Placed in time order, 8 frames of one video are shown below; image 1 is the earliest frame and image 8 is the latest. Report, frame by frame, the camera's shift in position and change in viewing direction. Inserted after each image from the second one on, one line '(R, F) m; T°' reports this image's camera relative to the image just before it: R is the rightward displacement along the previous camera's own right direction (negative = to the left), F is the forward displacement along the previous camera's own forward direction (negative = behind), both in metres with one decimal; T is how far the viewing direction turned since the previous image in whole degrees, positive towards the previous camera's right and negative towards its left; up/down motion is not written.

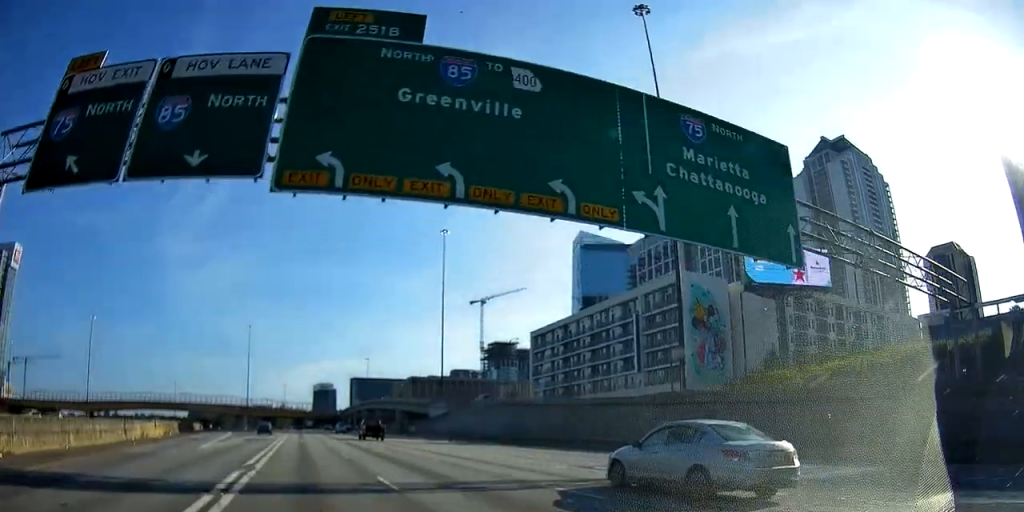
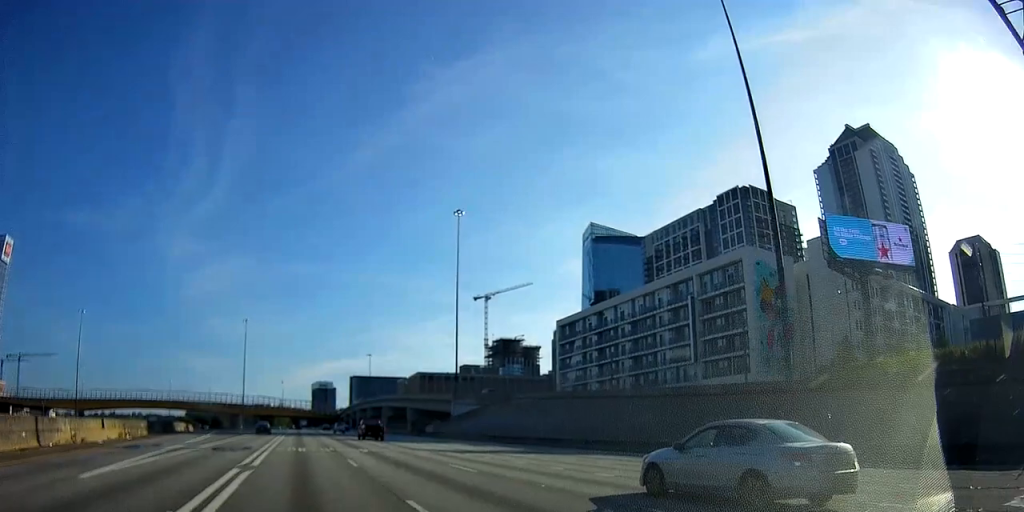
(0.0, +16.9) m; 0°
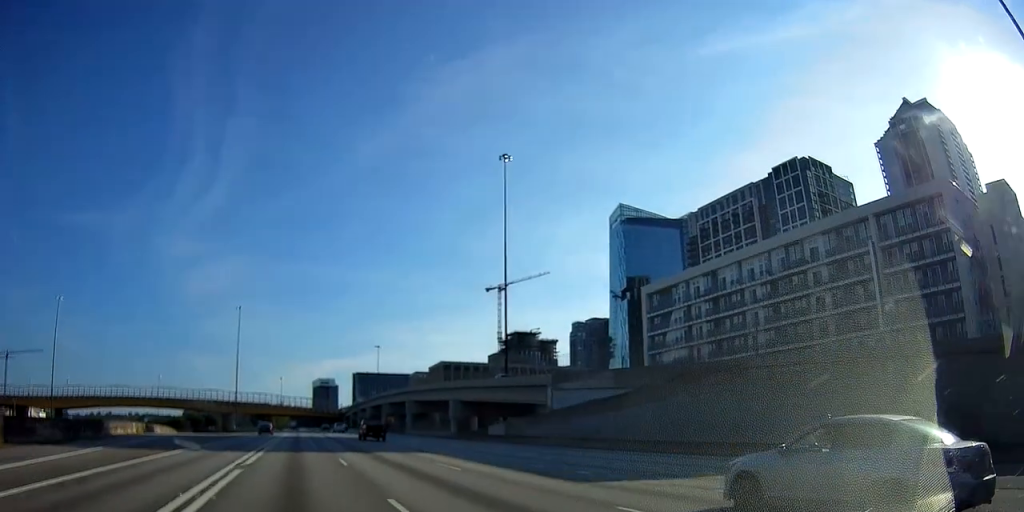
(0.0, +38.1) m; 0°
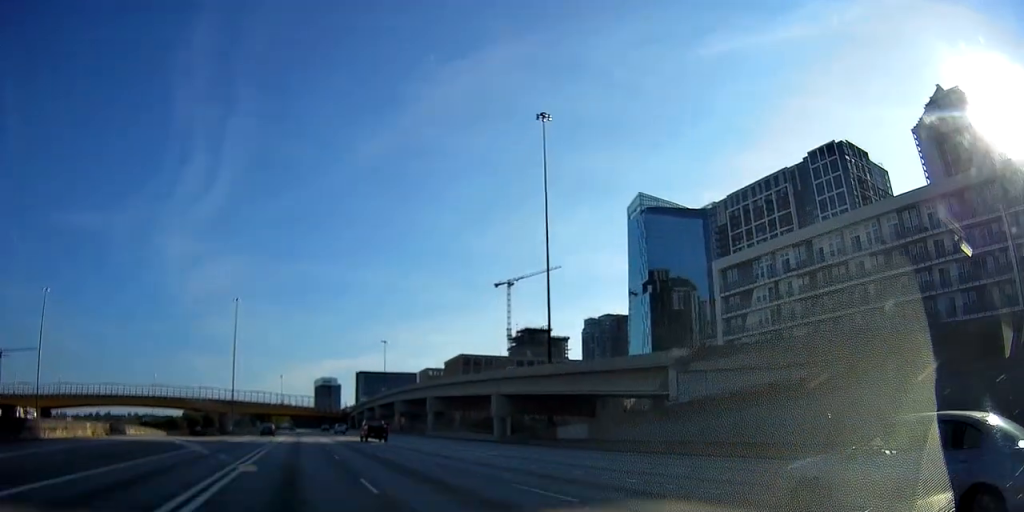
(0.0, +20.9) m; 0°
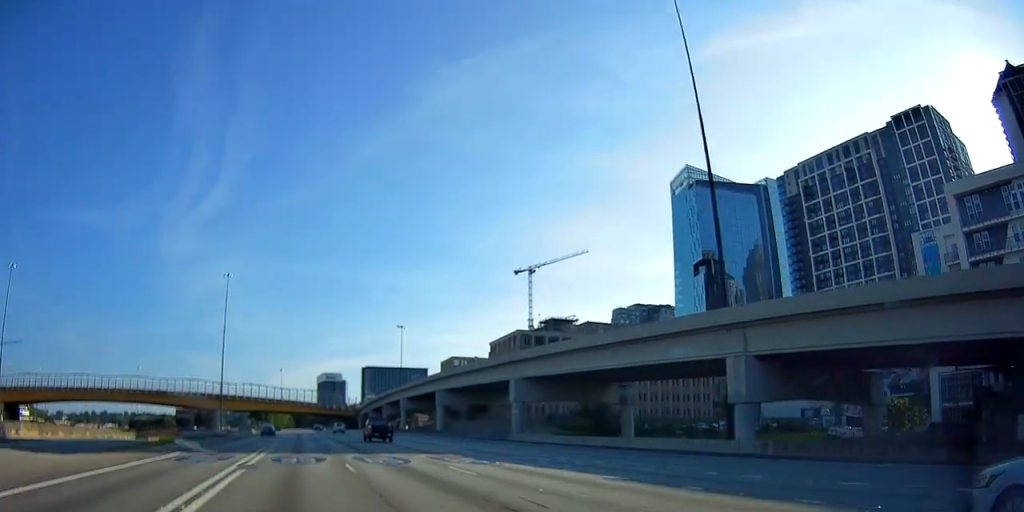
(0.0, +44.1) m; 0°
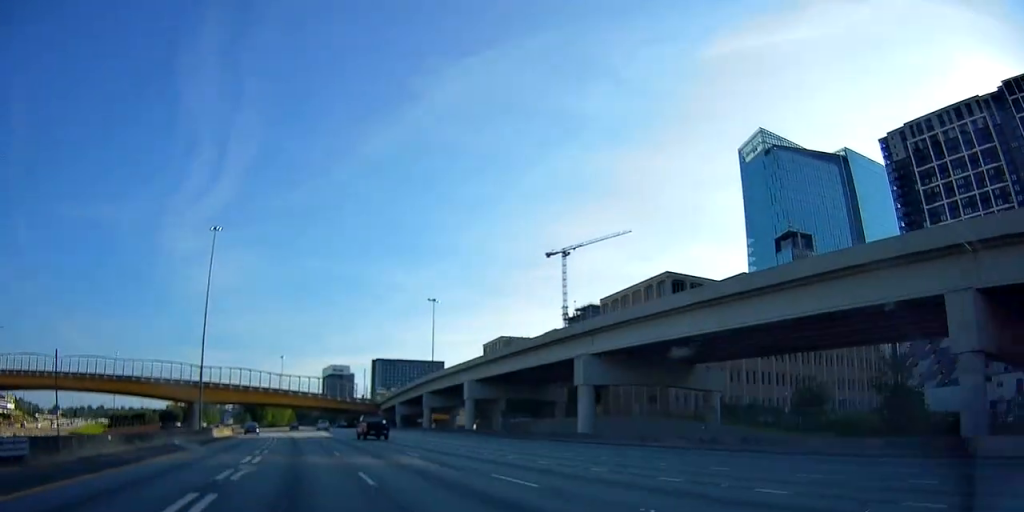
(0.0, +53.3) m; 0°
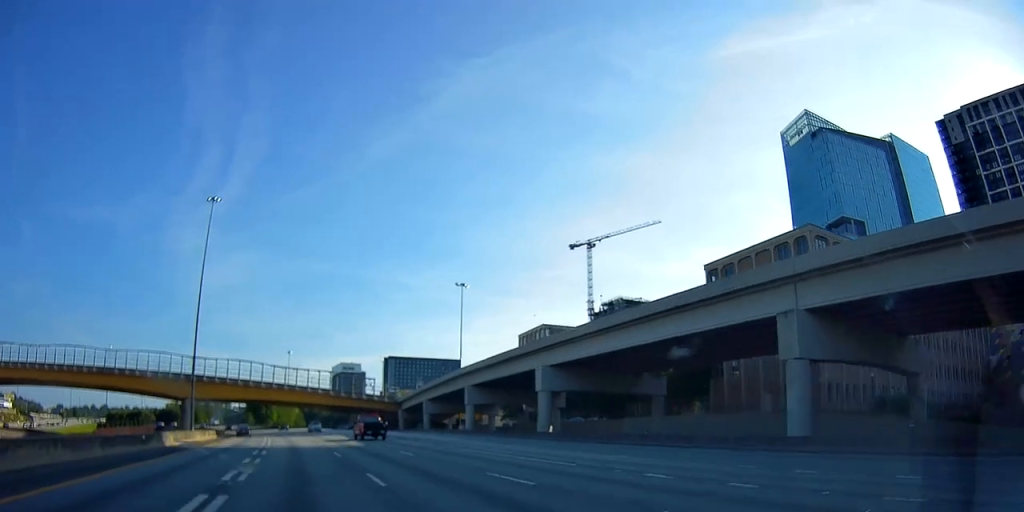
(0.0, +24.8) m; 0°
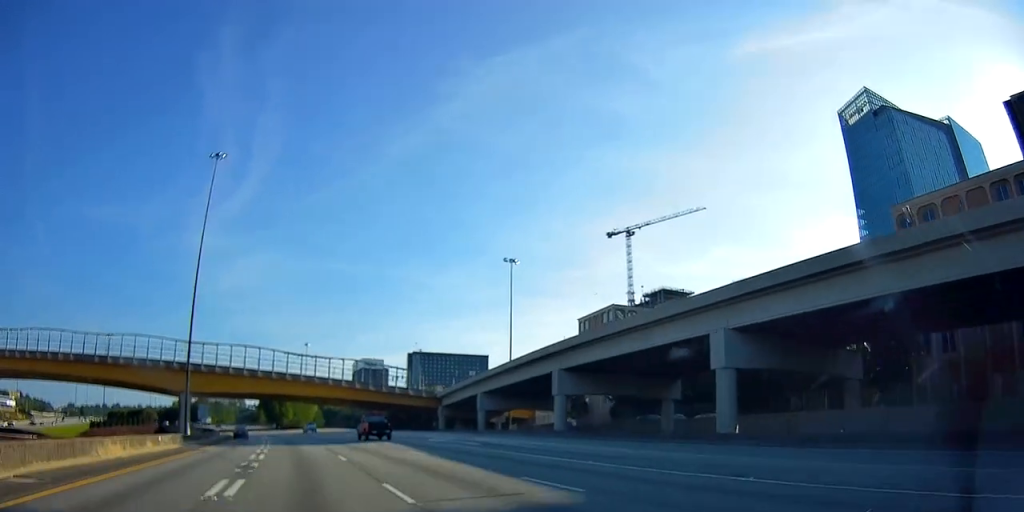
(0.0, +27.8) m; 0°
